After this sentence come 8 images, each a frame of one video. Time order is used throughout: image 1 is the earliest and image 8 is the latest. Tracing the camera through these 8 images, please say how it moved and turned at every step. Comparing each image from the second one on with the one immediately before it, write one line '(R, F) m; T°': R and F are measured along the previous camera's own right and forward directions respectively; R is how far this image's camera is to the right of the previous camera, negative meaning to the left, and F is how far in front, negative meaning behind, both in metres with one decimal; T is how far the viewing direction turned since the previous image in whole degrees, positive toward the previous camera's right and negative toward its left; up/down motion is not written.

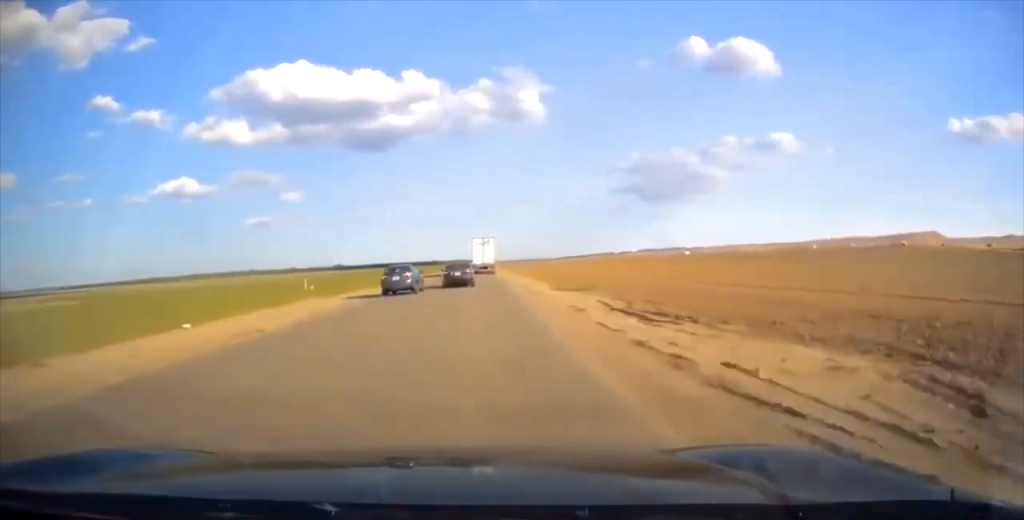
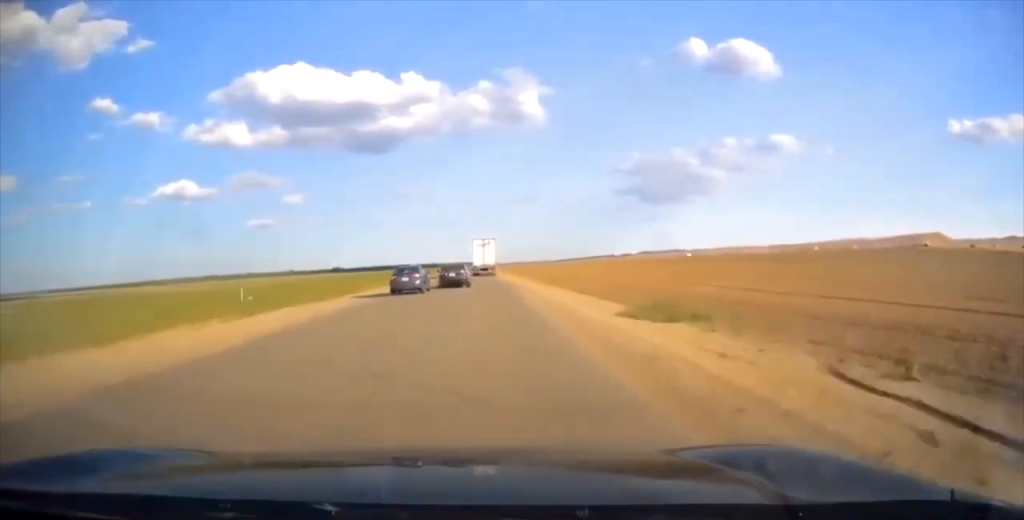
(0.0, +16.7) m; 0°
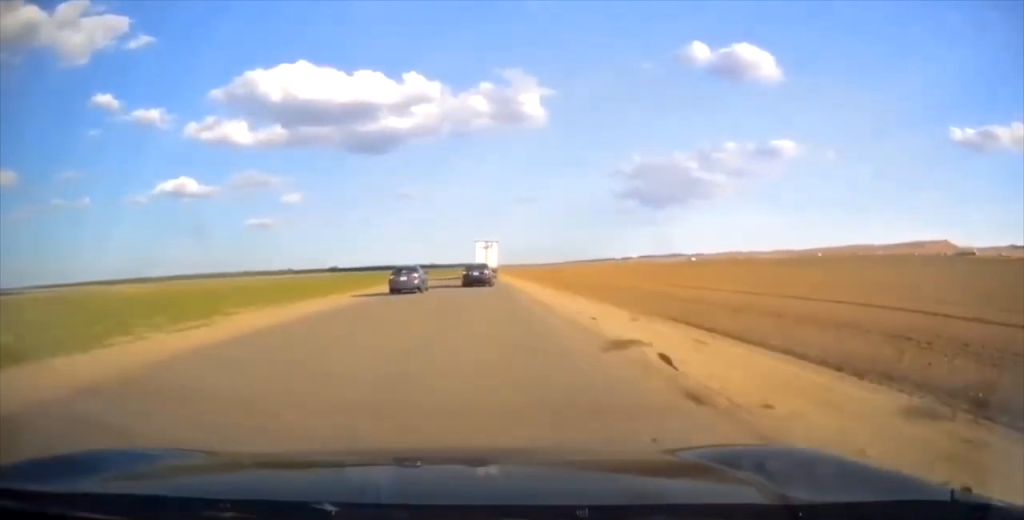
(+0.3, +27.8) m; 0°
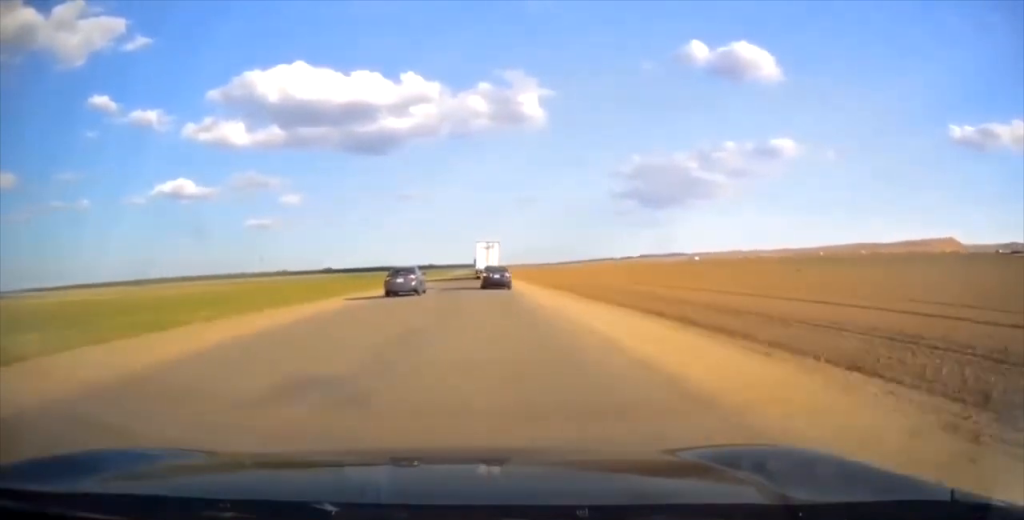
(-0.3, +28.7) m; 0°
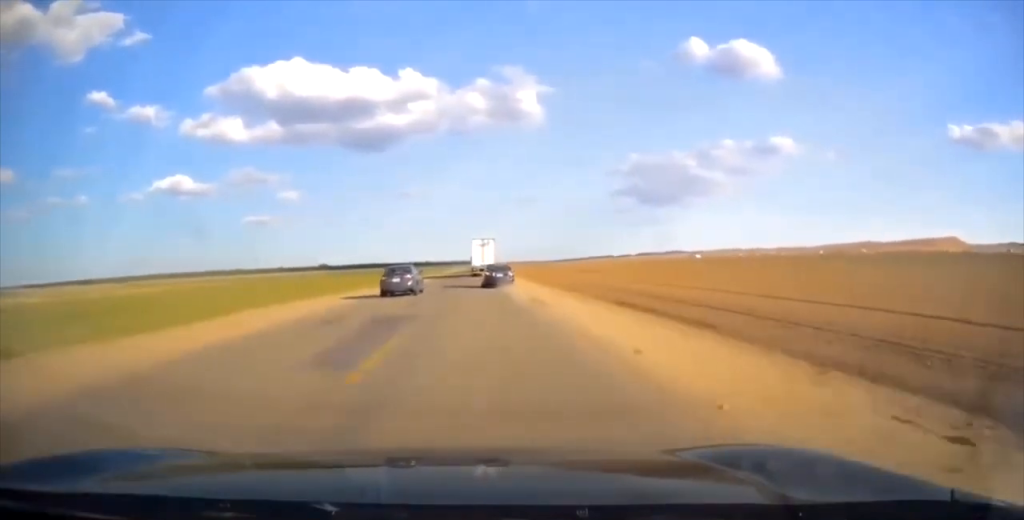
(+0.3, +21.2) m; 0°
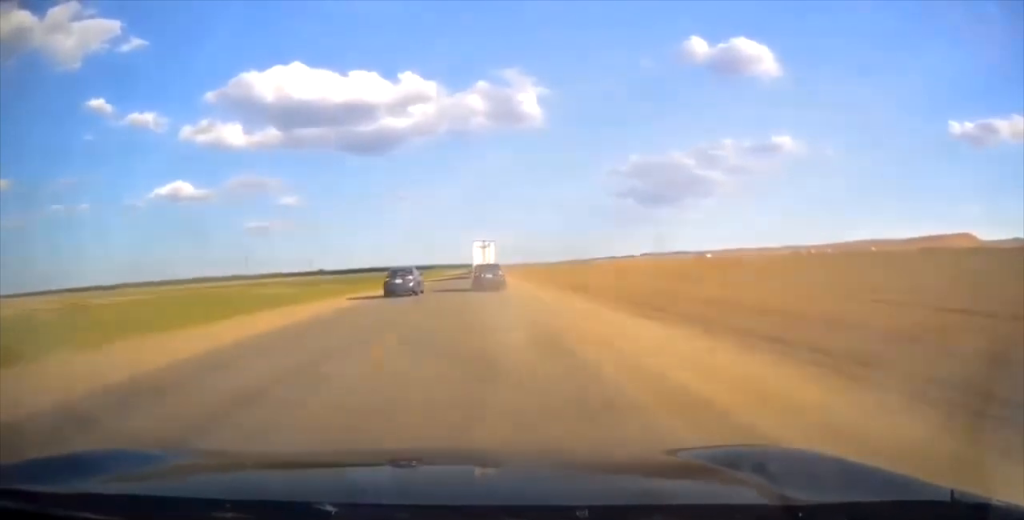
(-0.2, +42.8) m; 0°
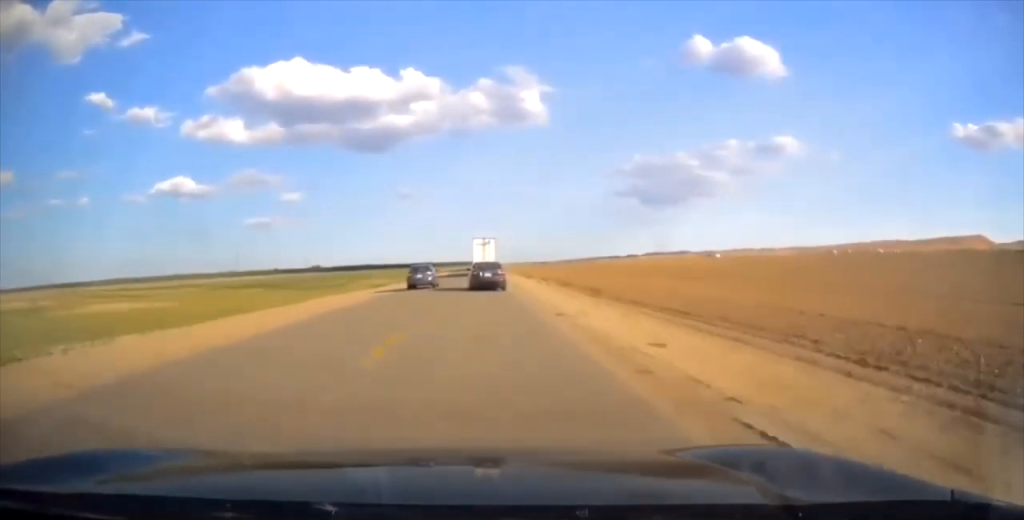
(-0.1, +44.5) m; 0°
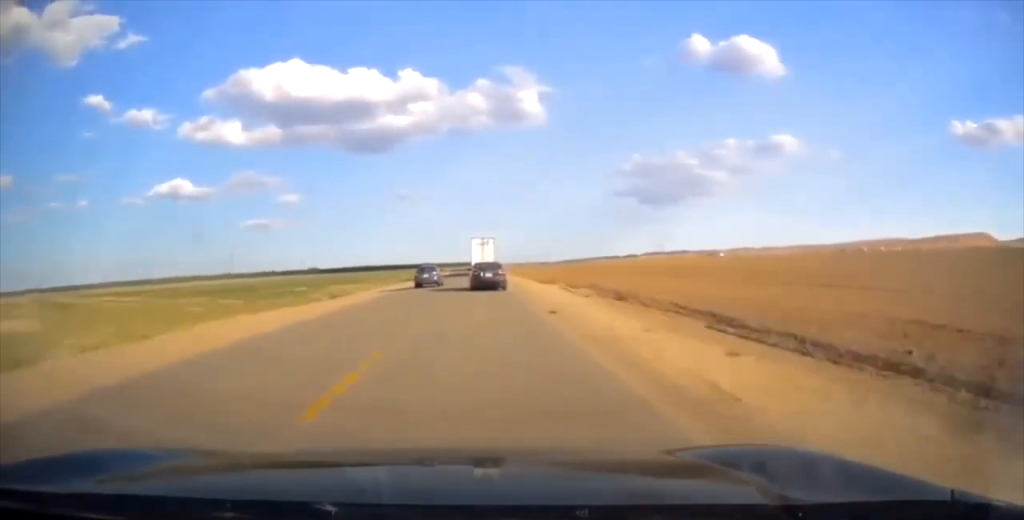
(0.0, +17.6) m; 0°
